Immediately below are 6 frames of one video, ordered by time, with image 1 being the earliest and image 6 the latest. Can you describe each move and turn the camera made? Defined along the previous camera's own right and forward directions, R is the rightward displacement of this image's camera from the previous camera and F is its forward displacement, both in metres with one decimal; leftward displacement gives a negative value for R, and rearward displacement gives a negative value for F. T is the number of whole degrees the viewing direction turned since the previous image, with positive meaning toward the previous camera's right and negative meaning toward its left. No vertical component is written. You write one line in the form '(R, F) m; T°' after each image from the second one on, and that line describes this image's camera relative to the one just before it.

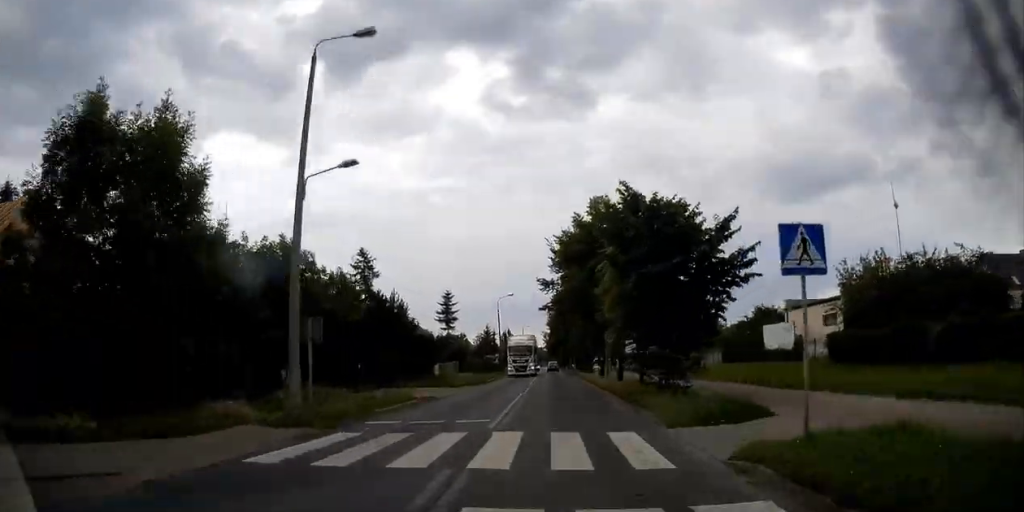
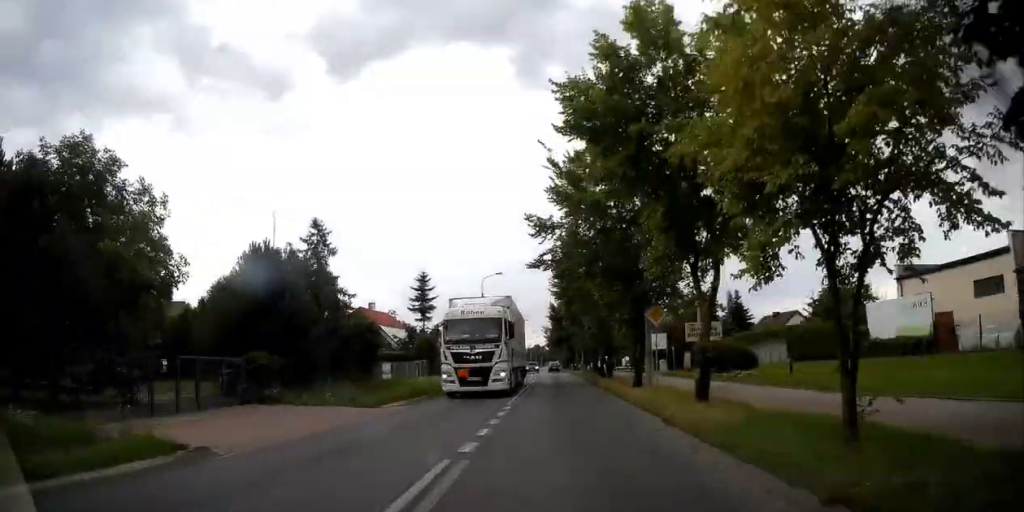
(0.0, +17.1) m; -1°
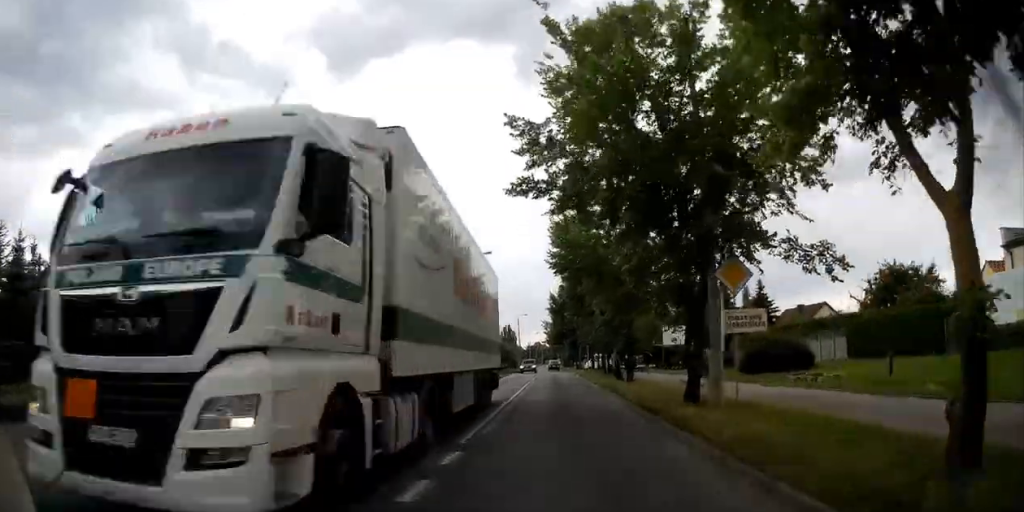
(-0.1, +9.2) m; 0°
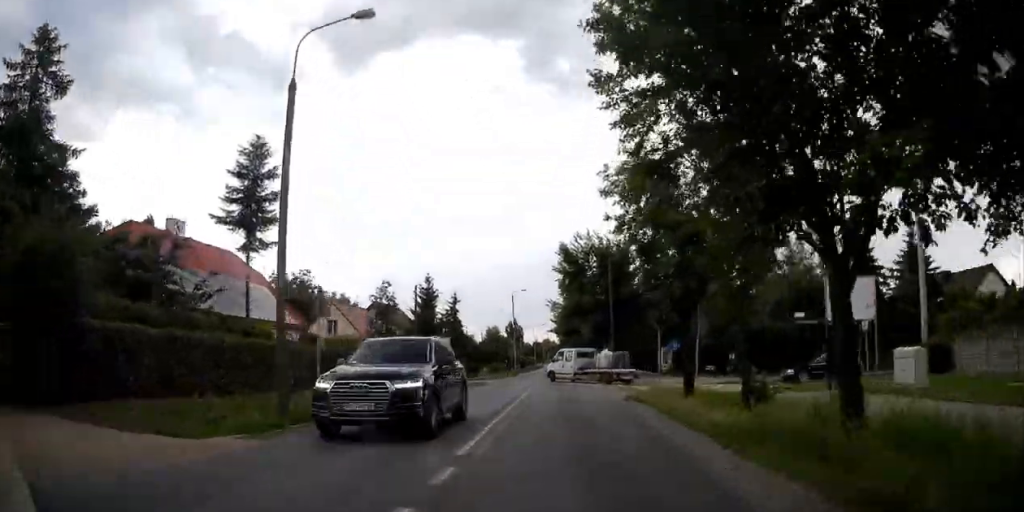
(-0.2, +32.3) m; -1°
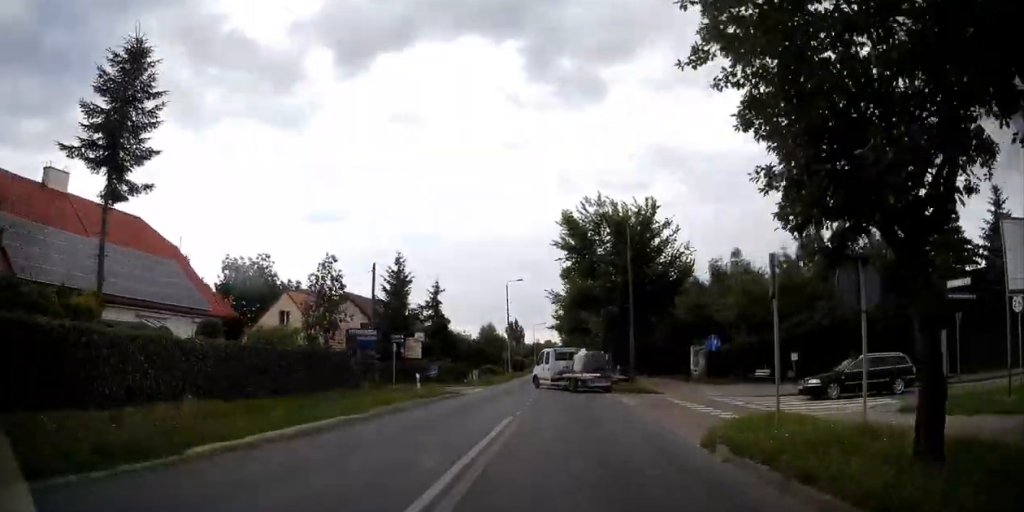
(0.0, +11.9) m; 0°
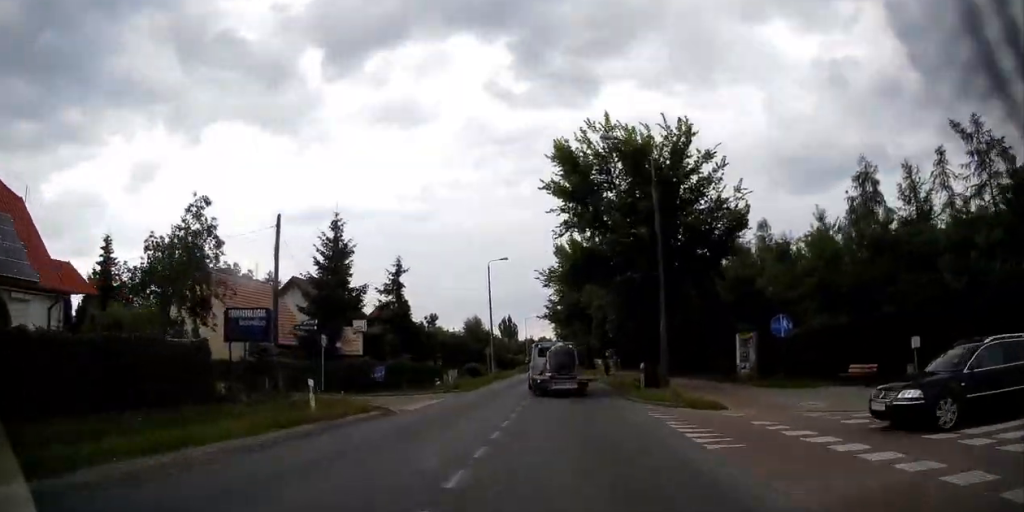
(0.0, +13.0) m; 0°
